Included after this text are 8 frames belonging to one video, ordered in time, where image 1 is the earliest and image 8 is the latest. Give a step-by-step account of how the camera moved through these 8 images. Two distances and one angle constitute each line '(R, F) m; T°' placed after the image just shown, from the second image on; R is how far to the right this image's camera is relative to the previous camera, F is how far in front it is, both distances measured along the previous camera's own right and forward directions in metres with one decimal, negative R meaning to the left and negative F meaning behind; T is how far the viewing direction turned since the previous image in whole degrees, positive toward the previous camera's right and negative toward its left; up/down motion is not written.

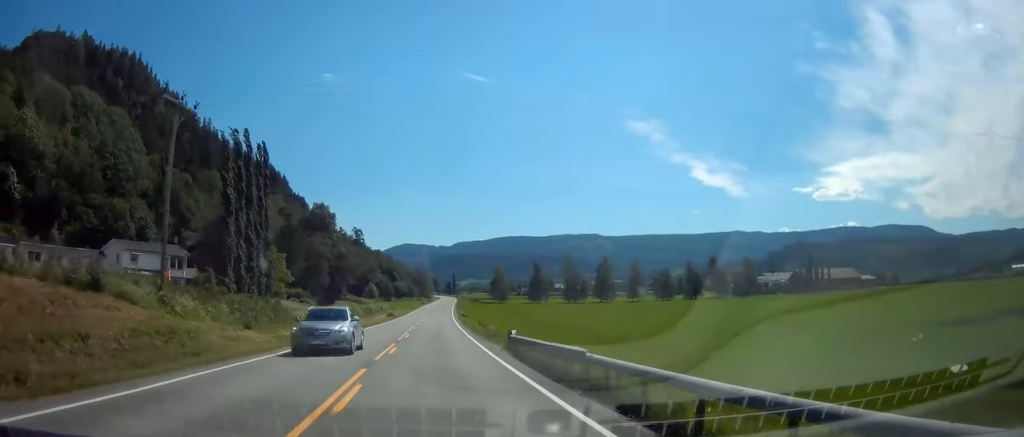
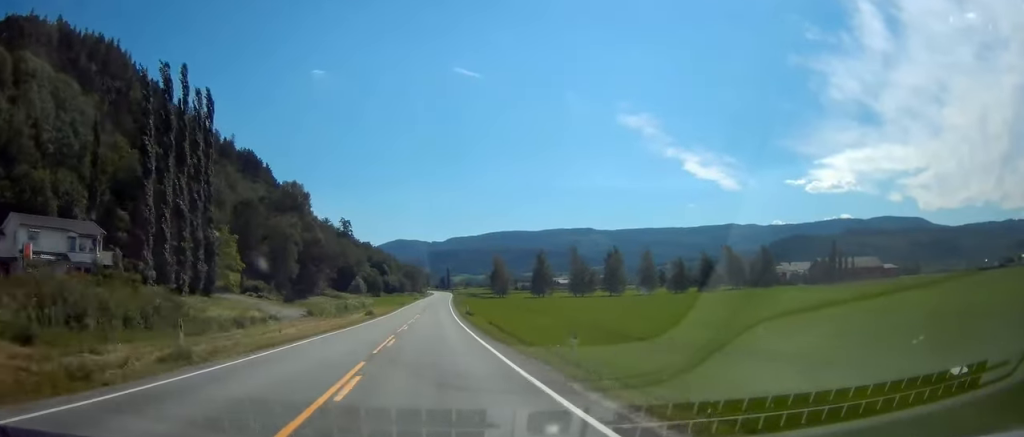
(-0.2, +22.7) m; 0°
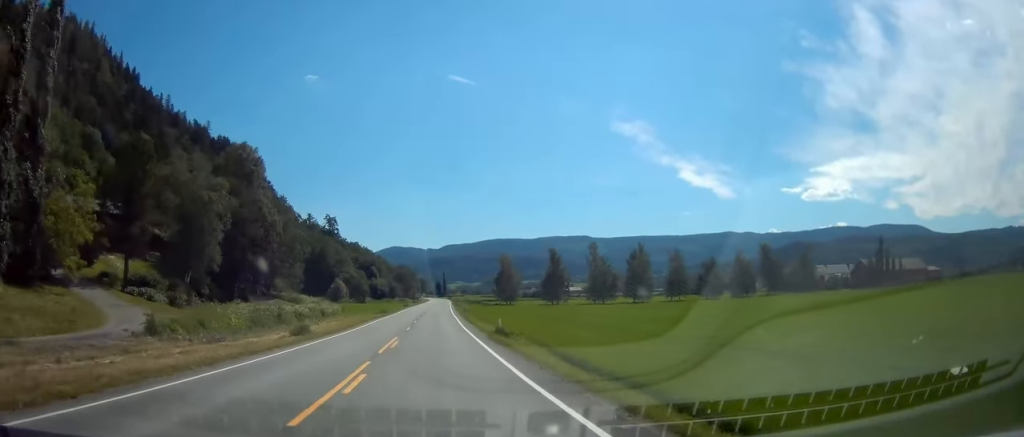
(+0.4, +34.8) m; 0°
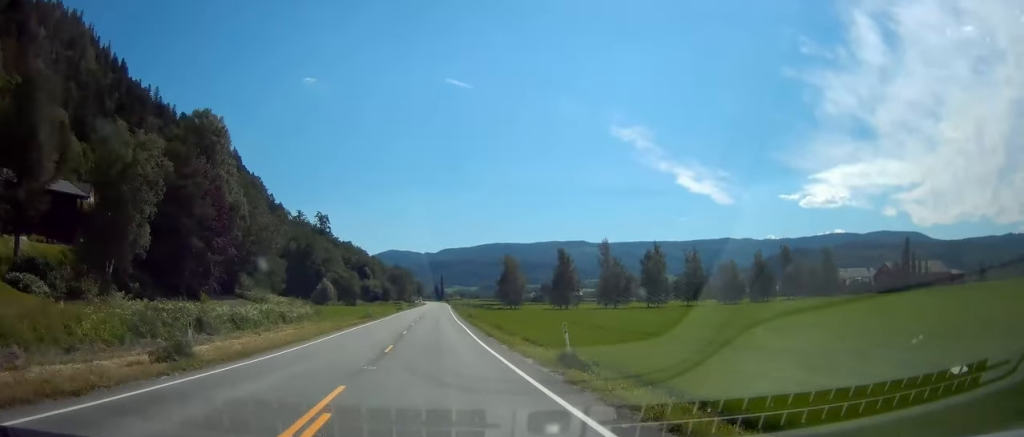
(-0.1, +16.6) m; 0°
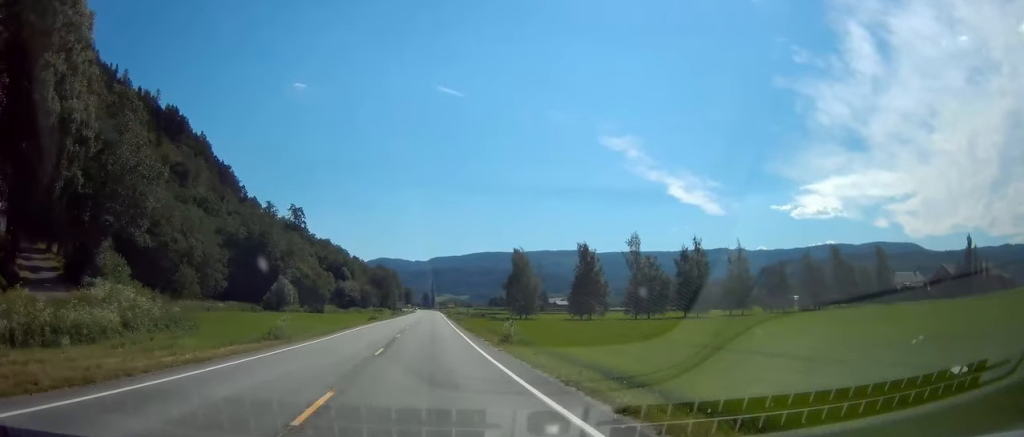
(-0.1, +36.1) m; +1°
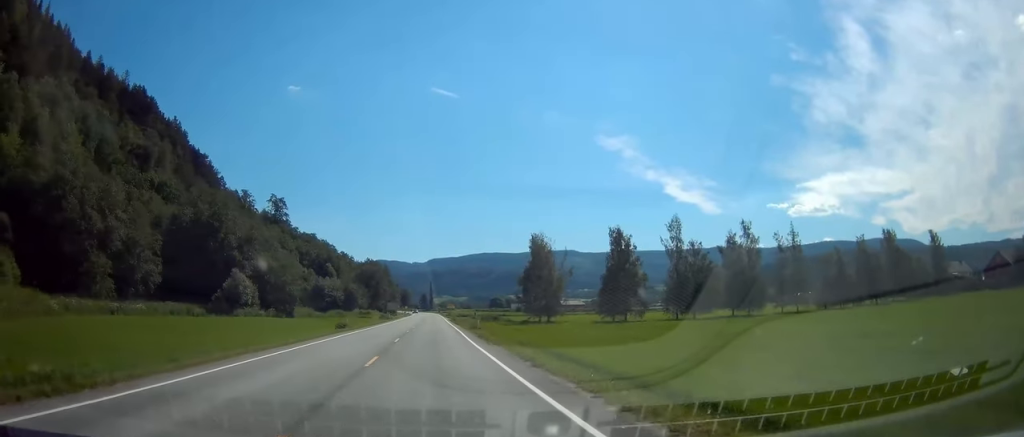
(+0.5, +26.8) m; 0°
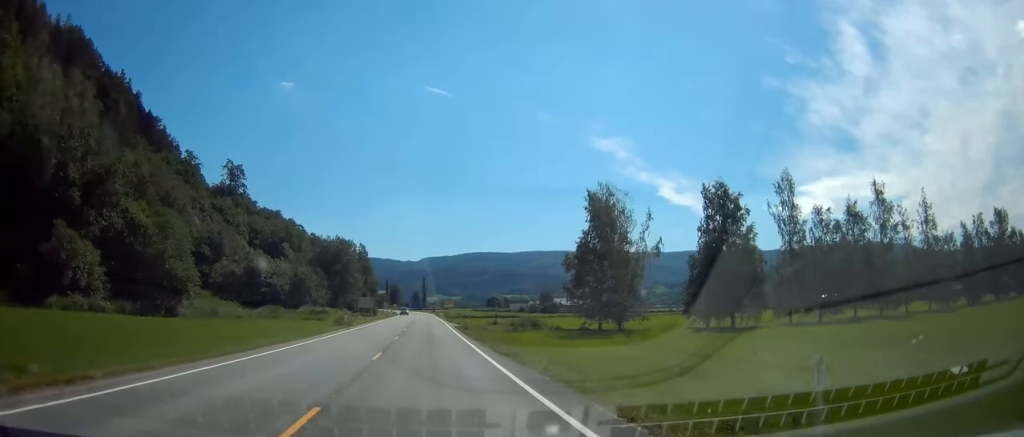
(-0.3, +48.0) m; +1°
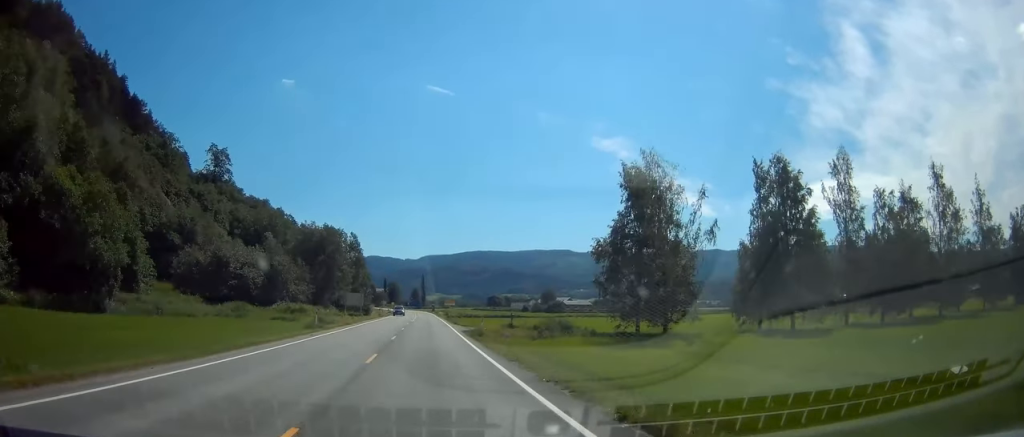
(+0.5, +14.4) m; 0°
